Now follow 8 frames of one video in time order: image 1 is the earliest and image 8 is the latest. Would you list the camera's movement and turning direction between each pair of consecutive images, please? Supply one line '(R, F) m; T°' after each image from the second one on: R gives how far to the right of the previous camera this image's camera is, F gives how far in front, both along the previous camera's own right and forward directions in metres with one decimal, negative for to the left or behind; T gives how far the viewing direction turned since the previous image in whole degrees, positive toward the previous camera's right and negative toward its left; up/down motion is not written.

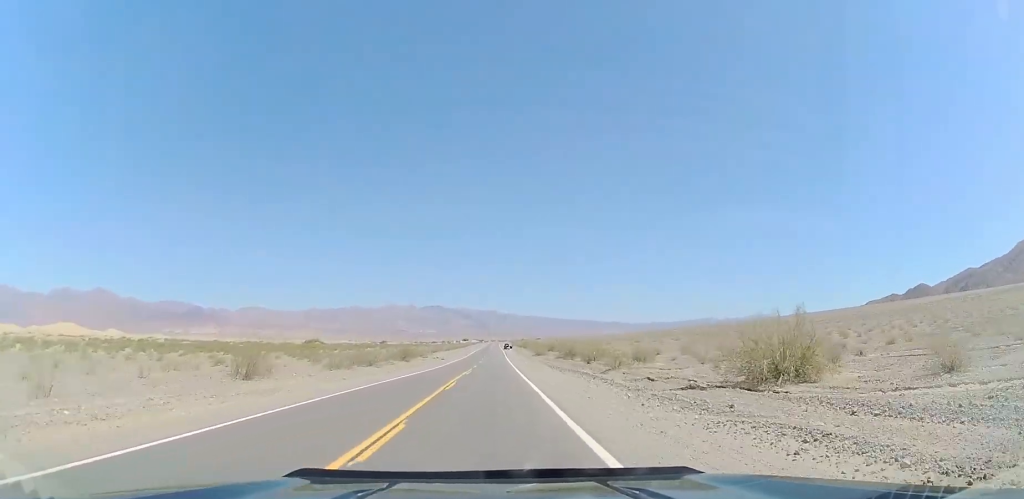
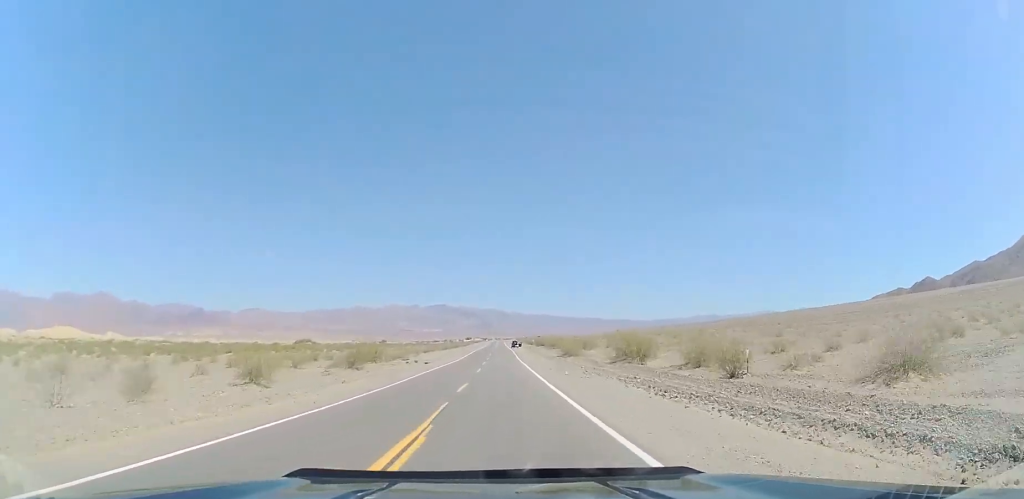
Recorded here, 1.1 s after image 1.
(-0.1, +31.2) m; 0°
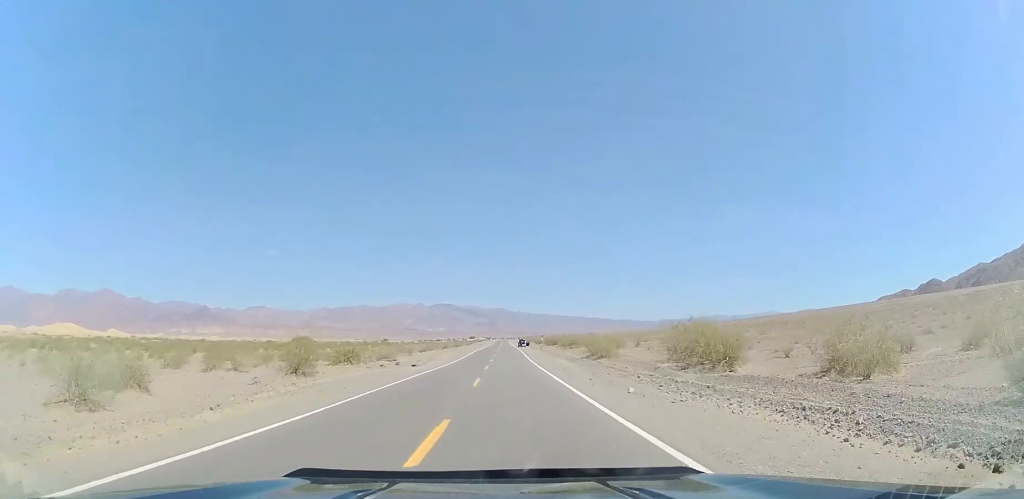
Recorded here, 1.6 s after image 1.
(0.0, +14.5) m; 0°
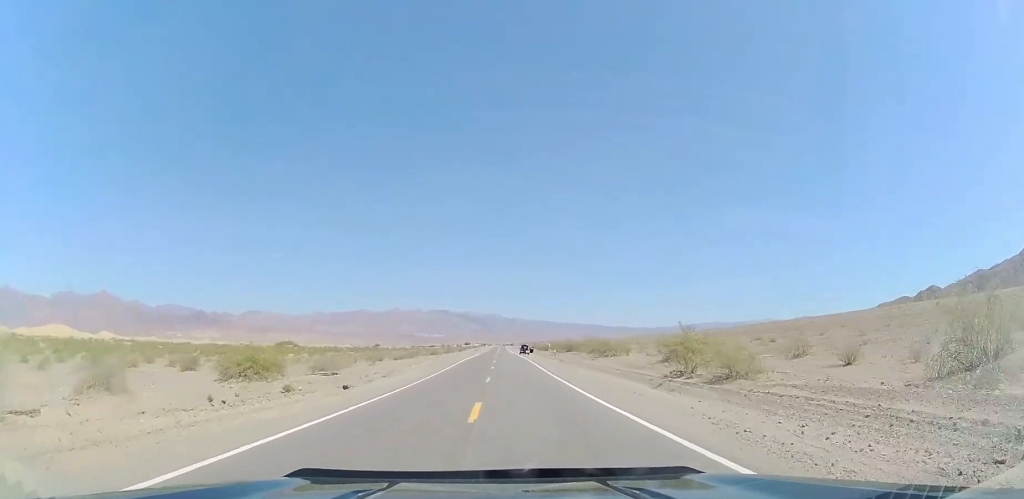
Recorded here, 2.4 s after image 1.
(0.0, +24.7) m; 0°
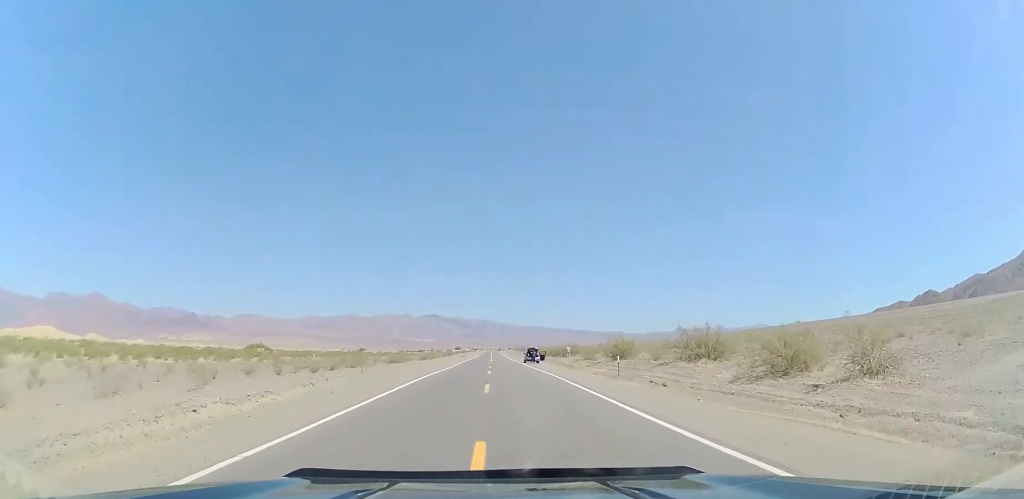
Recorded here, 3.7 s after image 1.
(0.0, +36.6) m; 0°
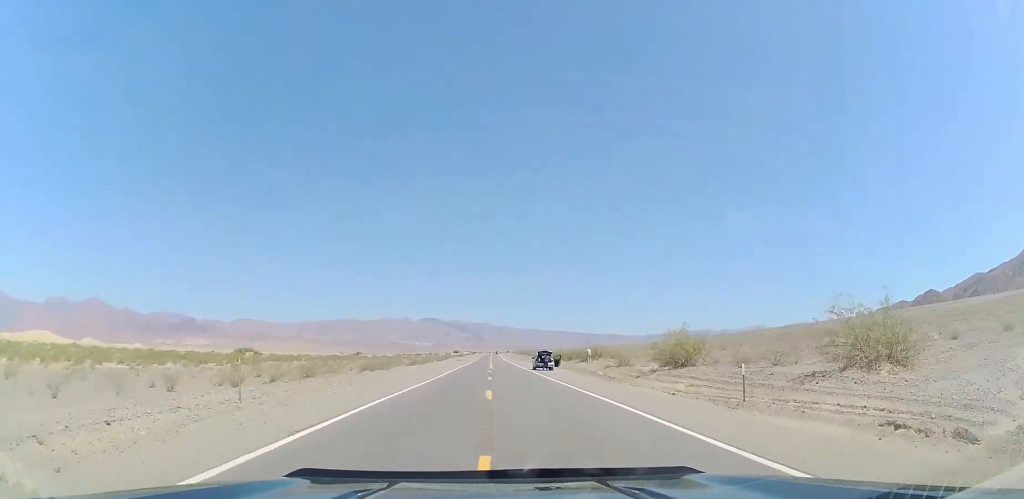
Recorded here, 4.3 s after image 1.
(0.0, +15.8) m; 0°
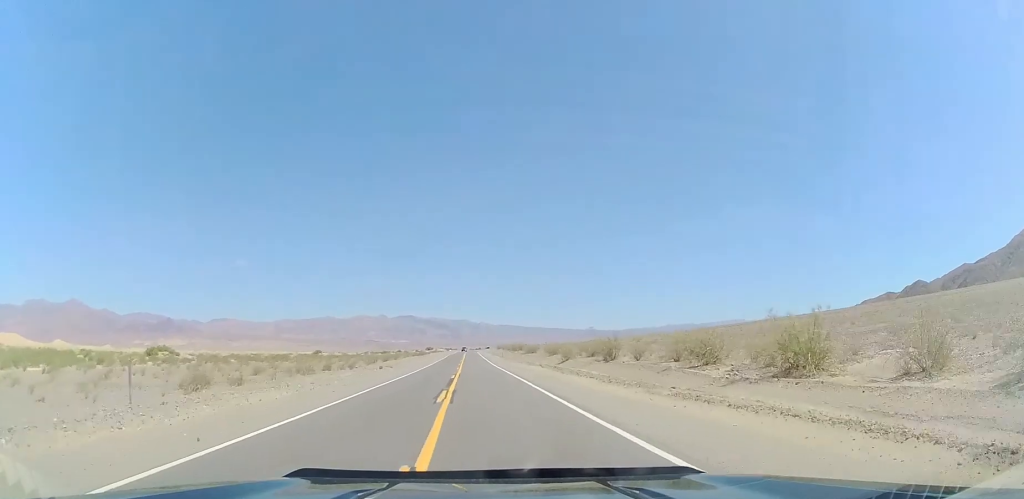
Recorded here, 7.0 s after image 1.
(+0.7, +74.7) m; +2°
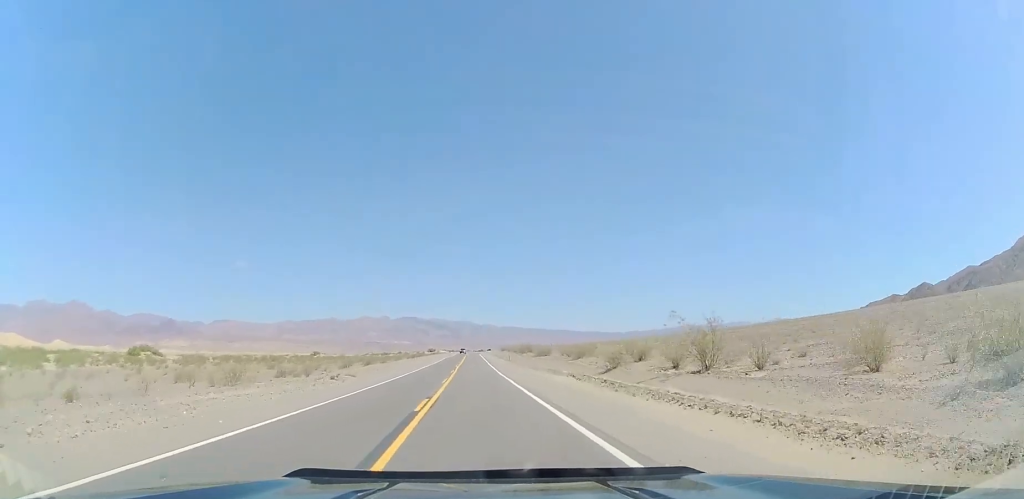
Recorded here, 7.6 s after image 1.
(+0.2, +17.4) m; 0°
